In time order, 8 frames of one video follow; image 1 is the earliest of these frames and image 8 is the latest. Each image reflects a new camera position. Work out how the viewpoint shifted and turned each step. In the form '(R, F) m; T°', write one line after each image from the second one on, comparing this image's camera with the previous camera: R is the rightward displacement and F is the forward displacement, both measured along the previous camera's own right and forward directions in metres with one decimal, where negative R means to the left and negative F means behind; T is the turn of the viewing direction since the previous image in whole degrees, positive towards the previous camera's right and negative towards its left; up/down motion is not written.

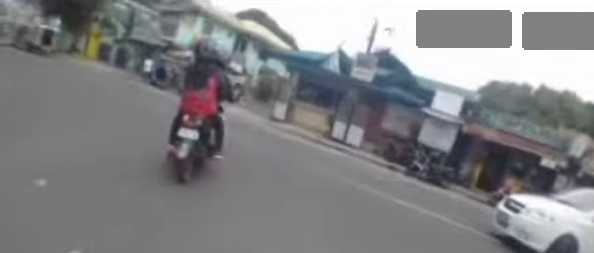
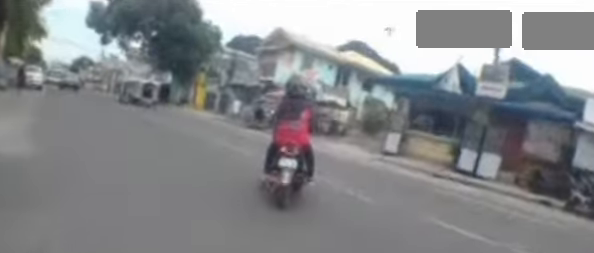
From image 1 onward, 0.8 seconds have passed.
(-0.3, +2.3) m; -15°
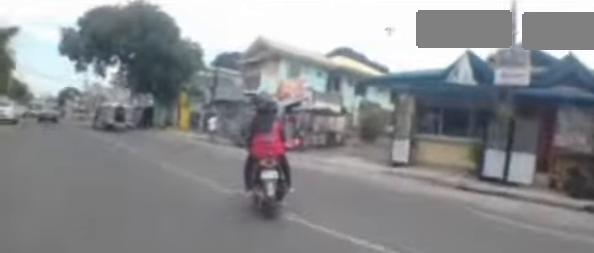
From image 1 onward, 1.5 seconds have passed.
(-0.1, +2.3) m; -11°
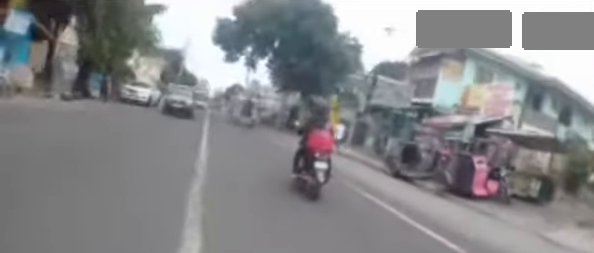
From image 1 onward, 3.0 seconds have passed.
(-1.3, +7.2) m; -15°
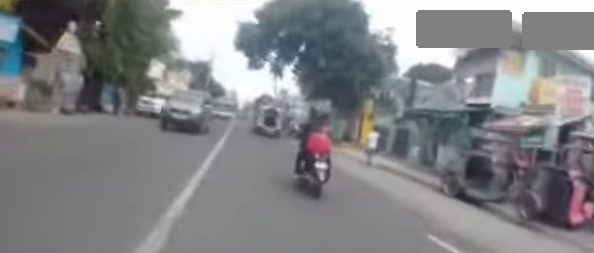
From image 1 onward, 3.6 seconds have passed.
(-0.1, +3.1) m; -4°
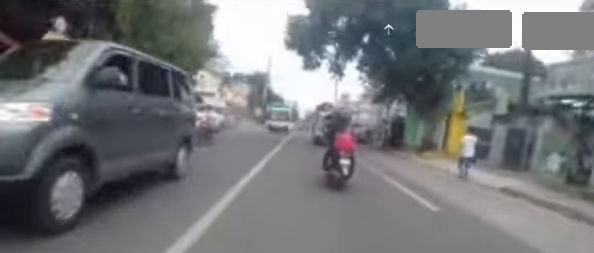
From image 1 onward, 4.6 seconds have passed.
(-0.4, +5.7) m; -4°
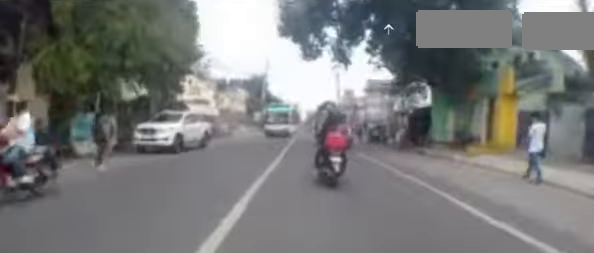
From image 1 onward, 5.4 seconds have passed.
(-0.1, +4.5) m; 0°
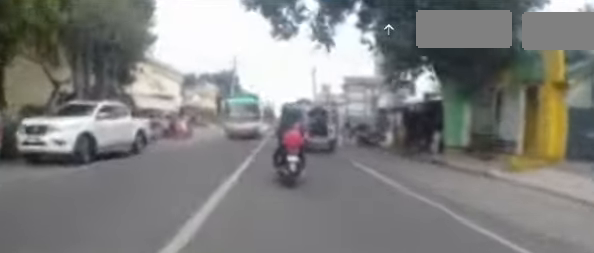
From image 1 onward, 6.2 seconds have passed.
(+0.2, +4.9) m; -4°
